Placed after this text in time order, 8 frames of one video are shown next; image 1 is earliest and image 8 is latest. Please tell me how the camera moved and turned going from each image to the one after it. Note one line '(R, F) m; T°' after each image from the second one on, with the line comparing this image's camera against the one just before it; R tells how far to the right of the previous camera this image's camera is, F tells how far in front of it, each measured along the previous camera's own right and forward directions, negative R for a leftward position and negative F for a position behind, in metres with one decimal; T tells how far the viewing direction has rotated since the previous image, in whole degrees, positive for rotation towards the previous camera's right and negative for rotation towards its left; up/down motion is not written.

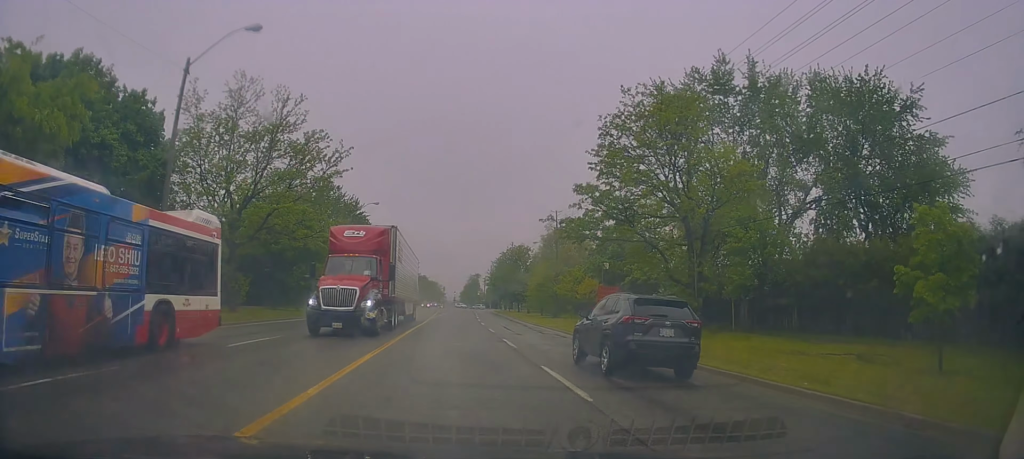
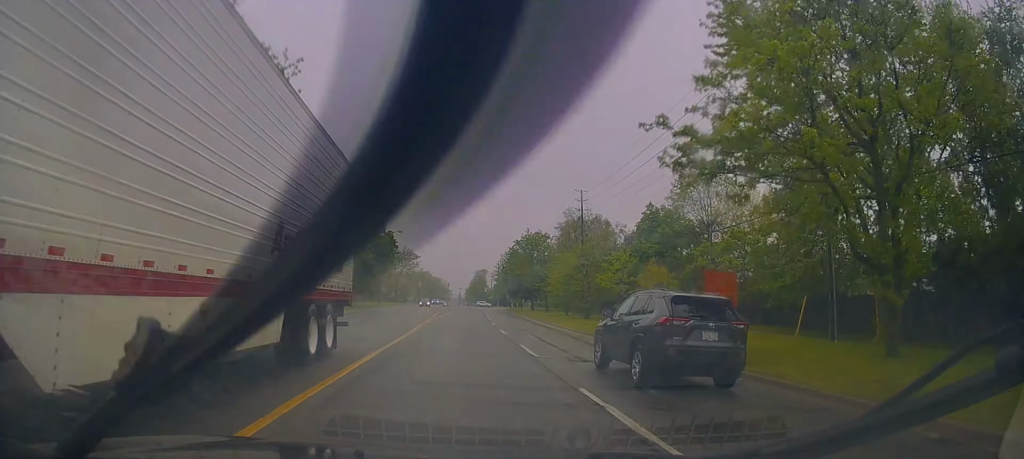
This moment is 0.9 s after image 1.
(+0.4, +13.2) m; +2°
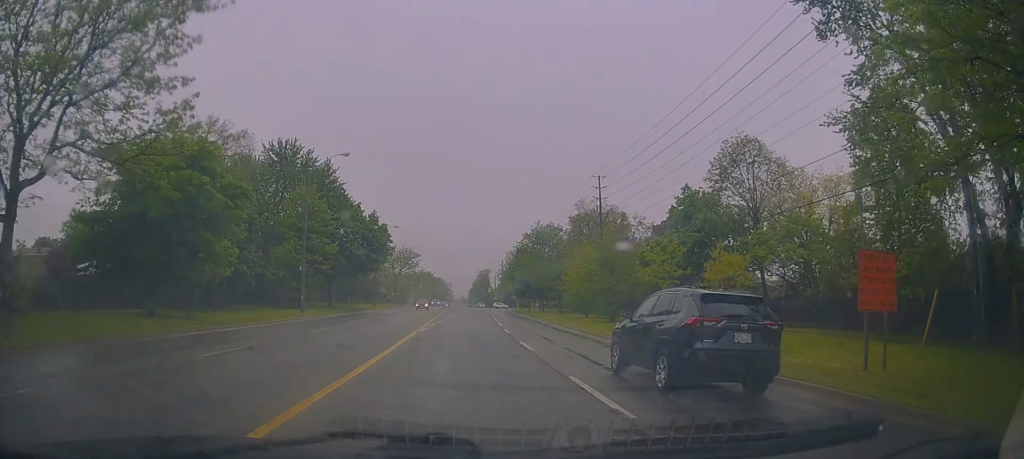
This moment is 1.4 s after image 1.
(0.0, +7.3) m; -1°
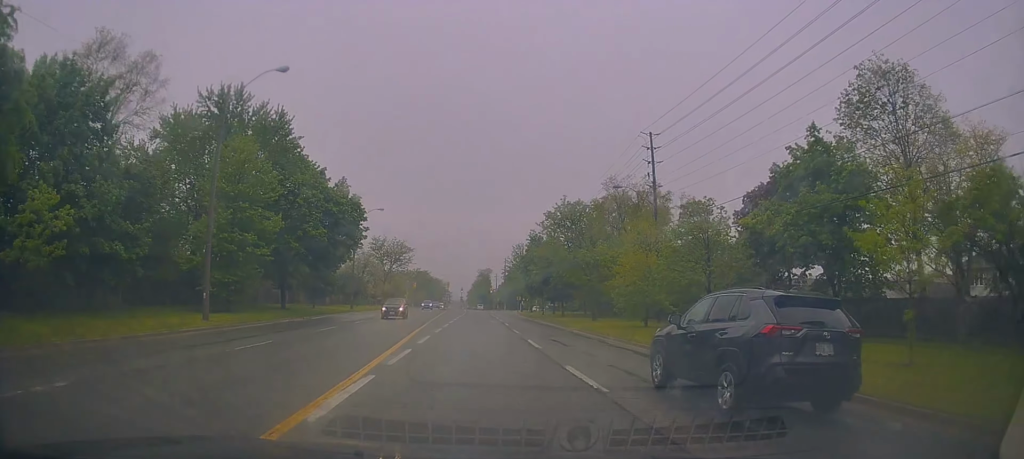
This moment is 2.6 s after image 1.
(-0.5, +16.4) m; -3°
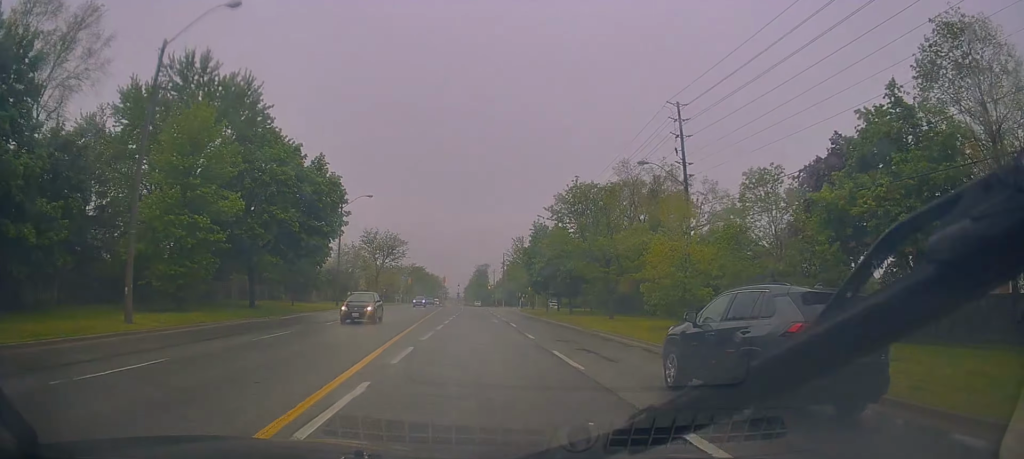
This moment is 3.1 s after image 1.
(-0.1, +6.4) m; 0°
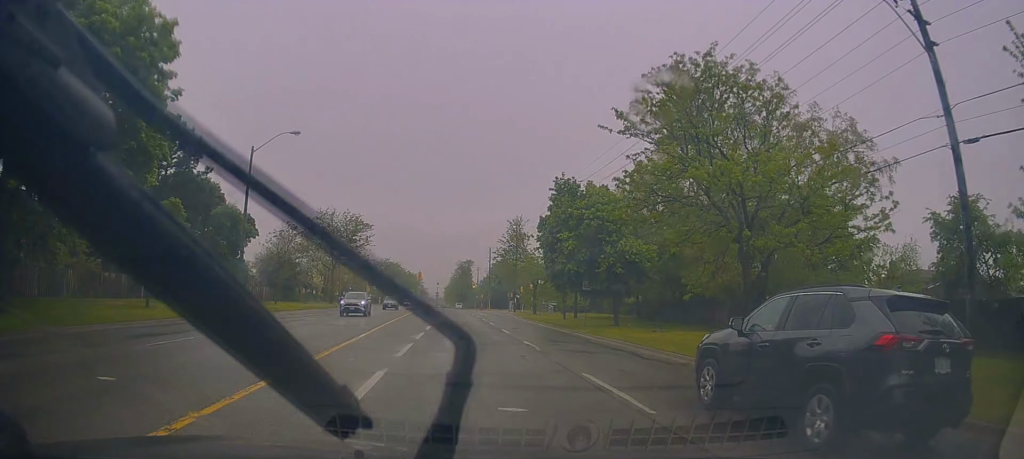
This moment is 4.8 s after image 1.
(+1.4, +22.5) m; +5°
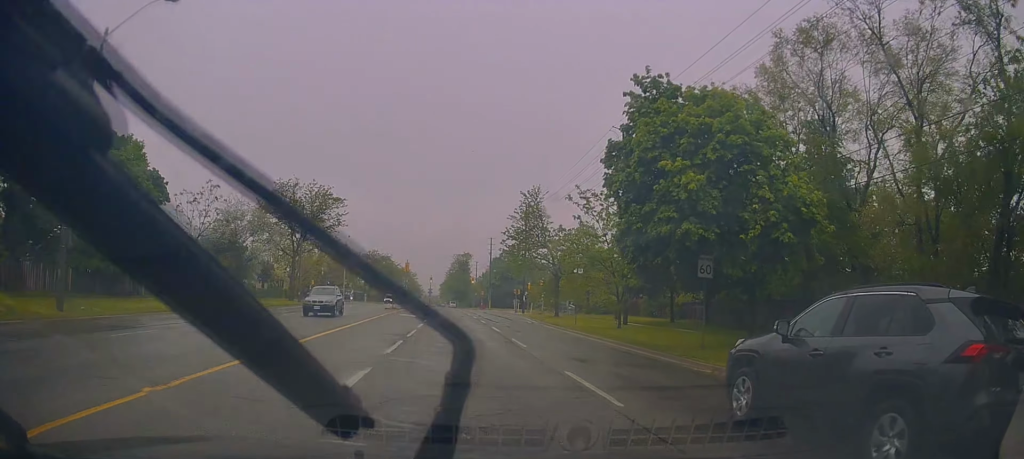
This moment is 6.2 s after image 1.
(-0.4, +18.0) m; -2°
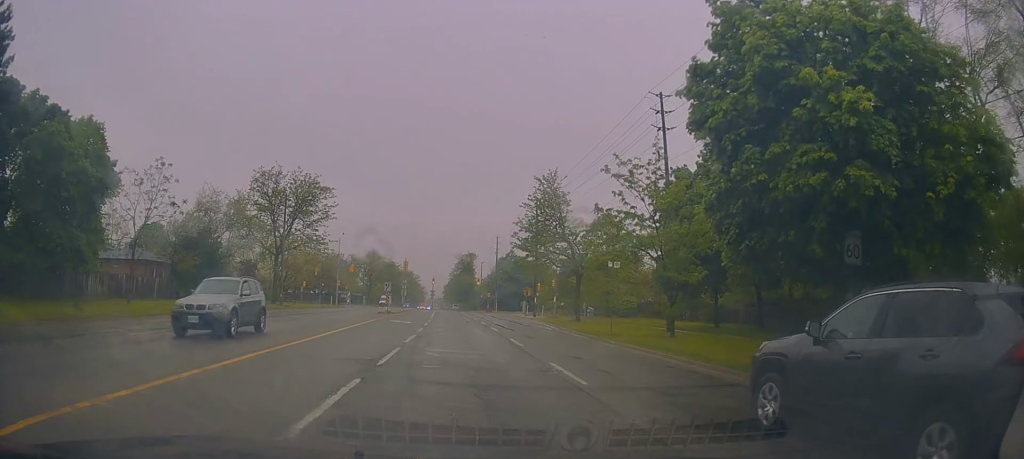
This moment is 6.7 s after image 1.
(0.0, +7.3) m; 0°
